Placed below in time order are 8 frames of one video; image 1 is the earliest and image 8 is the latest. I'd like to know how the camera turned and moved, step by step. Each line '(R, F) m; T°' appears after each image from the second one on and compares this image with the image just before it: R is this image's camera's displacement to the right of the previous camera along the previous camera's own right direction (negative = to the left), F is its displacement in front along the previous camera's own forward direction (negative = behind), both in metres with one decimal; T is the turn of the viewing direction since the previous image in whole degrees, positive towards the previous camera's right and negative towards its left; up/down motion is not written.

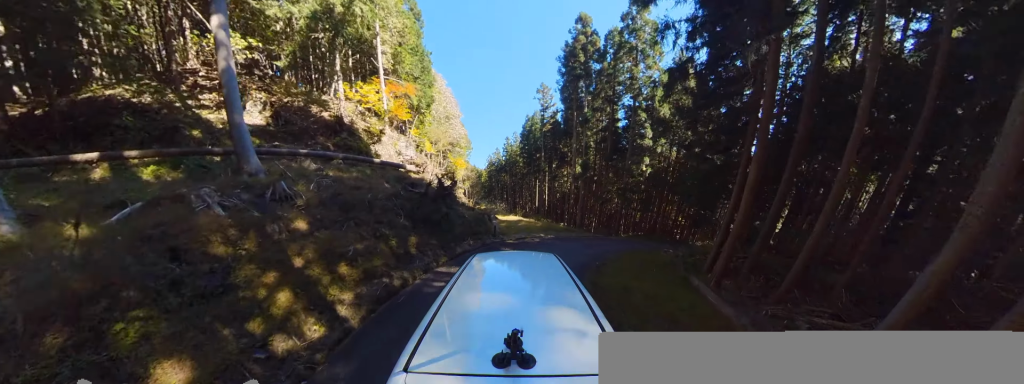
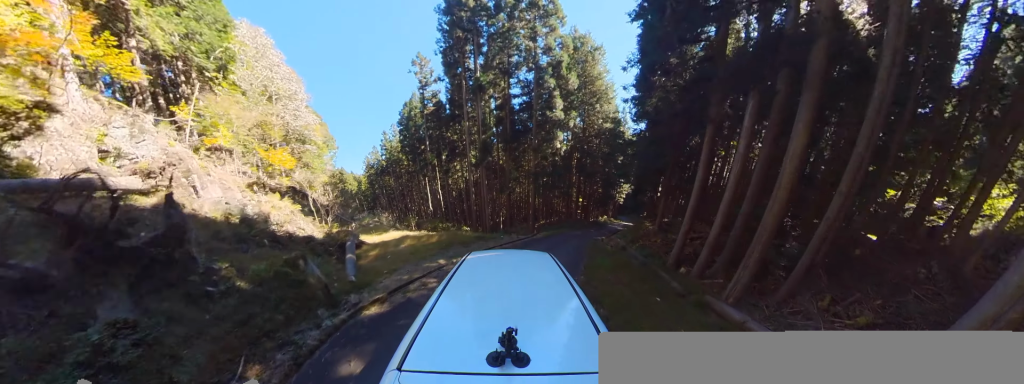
(+0.1, +9.1) m; 0°
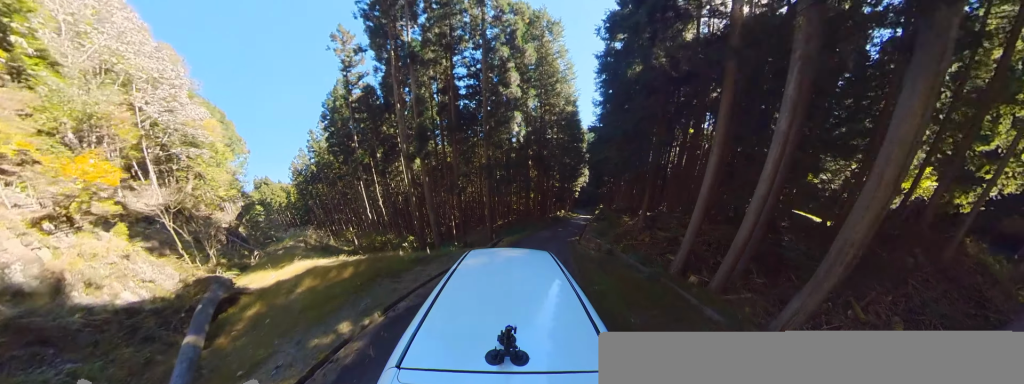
(0.0, +4.7) m; 0°
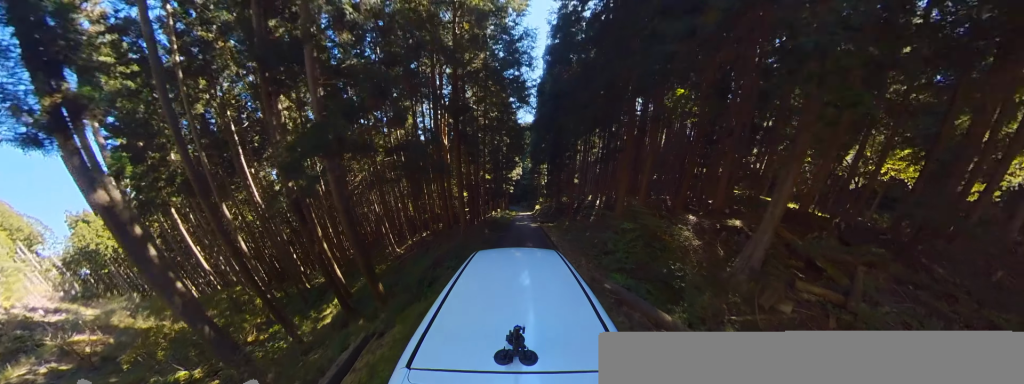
(0.0, +11.7) m; +10°
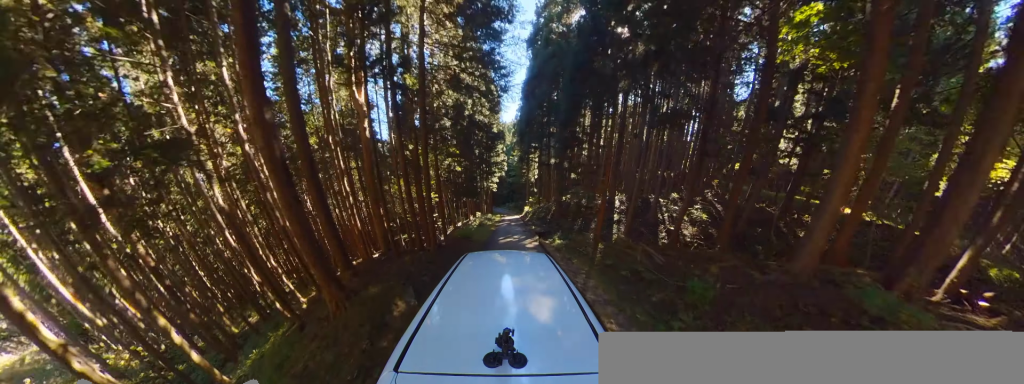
(+2.3, +11.1) m; +16°
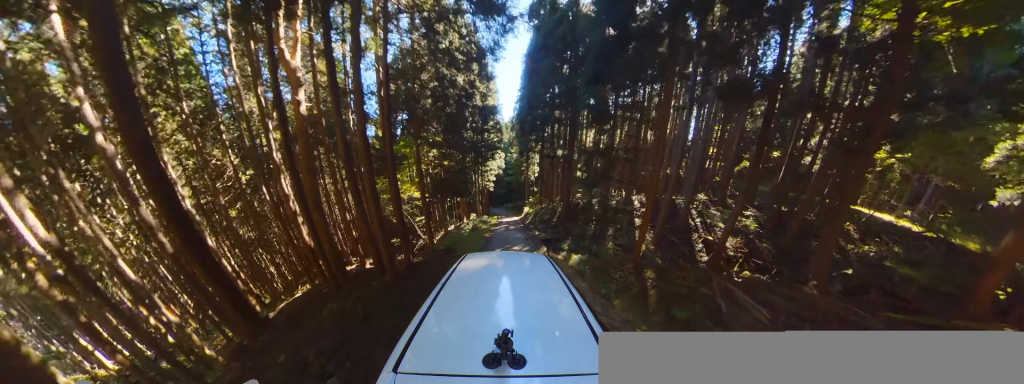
(+0.2, +4.6) m; +2°
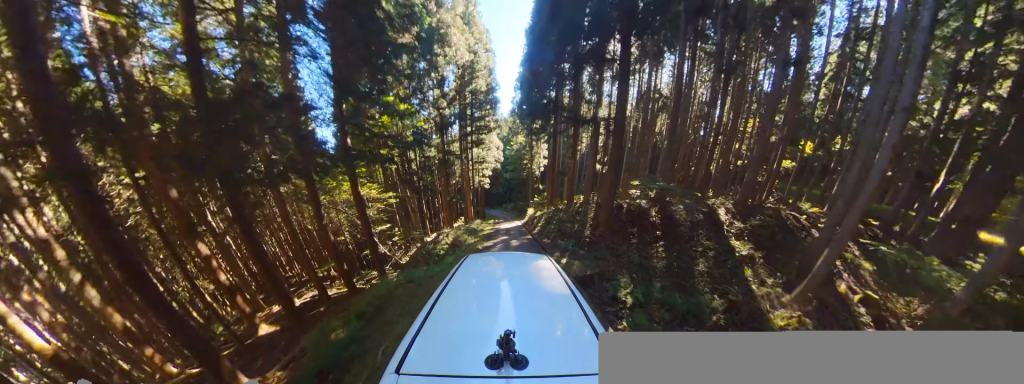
(+0.1, +9.6) m; -2°
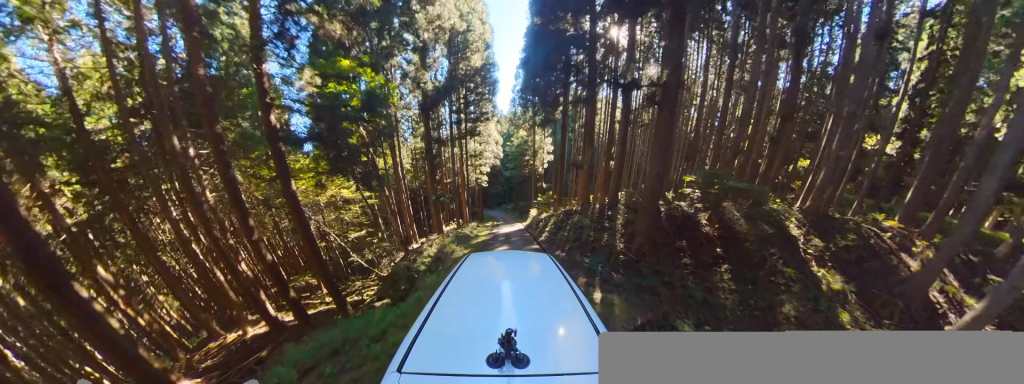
(-0.1, +3.9) m; -4°
